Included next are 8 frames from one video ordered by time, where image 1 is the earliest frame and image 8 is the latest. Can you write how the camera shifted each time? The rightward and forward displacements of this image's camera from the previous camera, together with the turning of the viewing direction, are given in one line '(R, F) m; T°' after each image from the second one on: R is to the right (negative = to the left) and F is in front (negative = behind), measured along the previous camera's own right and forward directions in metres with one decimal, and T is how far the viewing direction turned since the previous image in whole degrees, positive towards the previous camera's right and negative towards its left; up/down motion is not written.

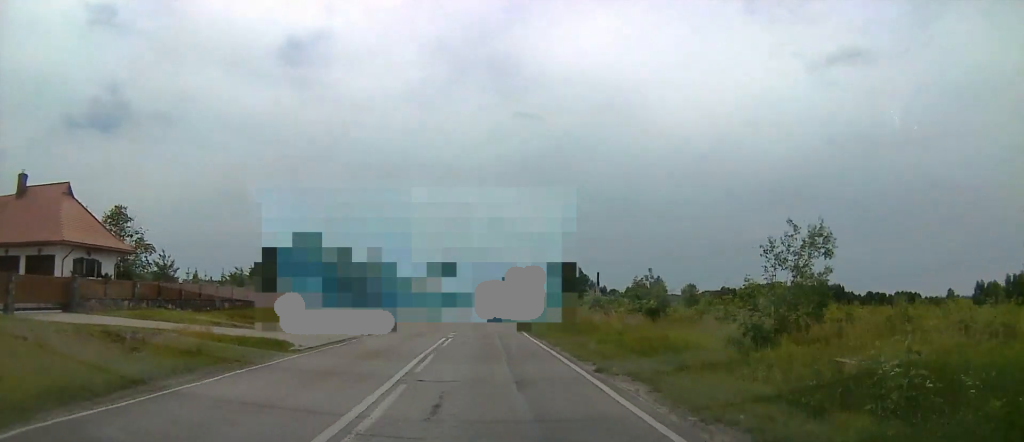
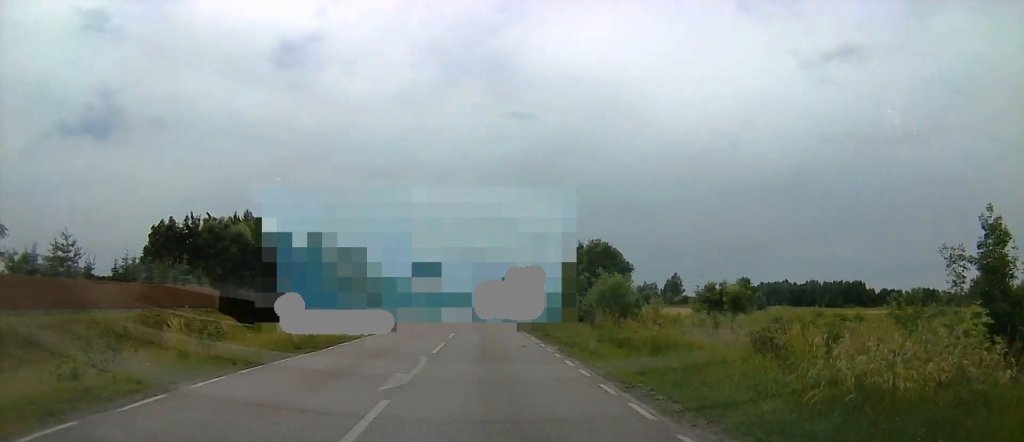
(-1.3, +37.2) m; -3°
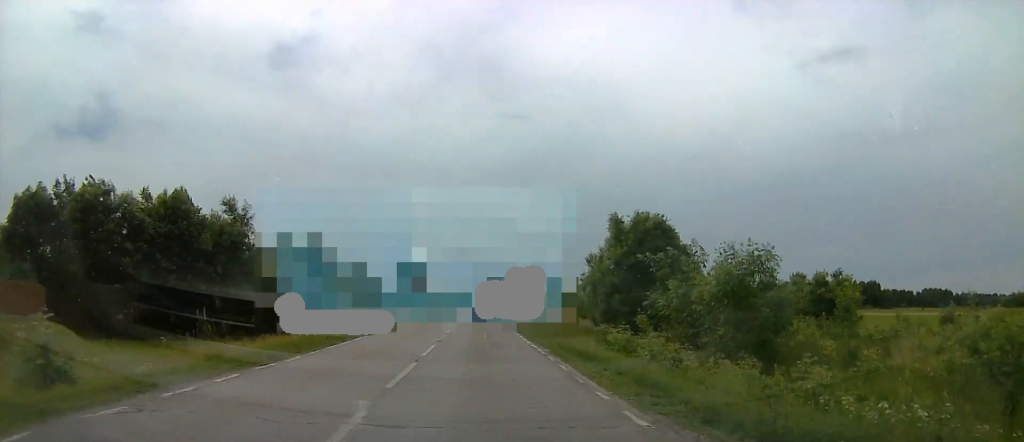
(+1.1, +25.0) m; +4°
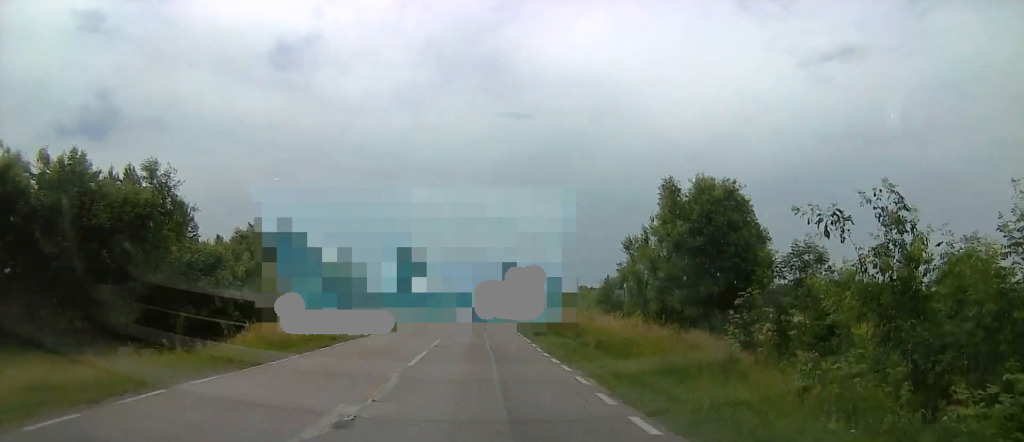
(-0.1, +15.4) m; -1°
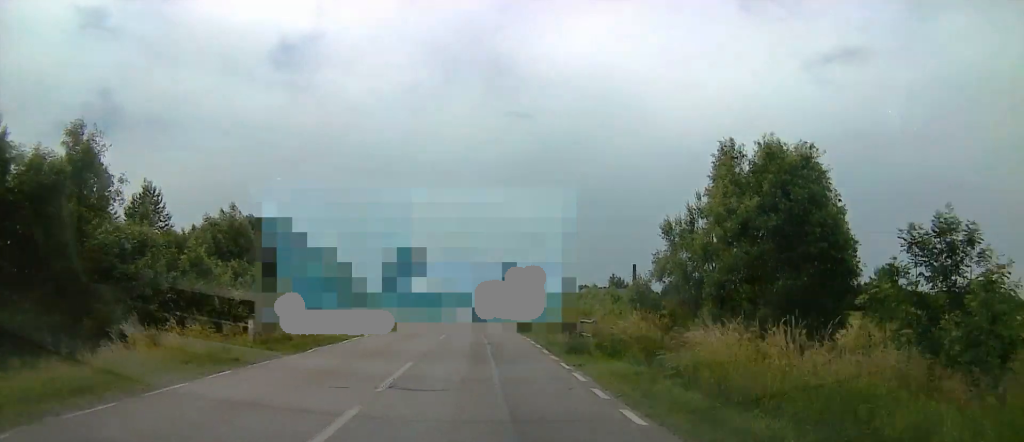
(-0.1, +9.6) m; -1°
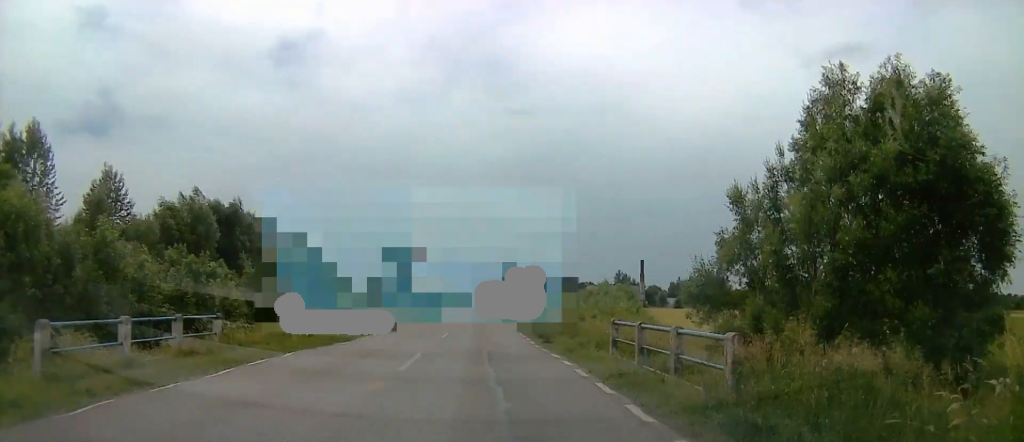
(-0.2, +9.7) m; -1°
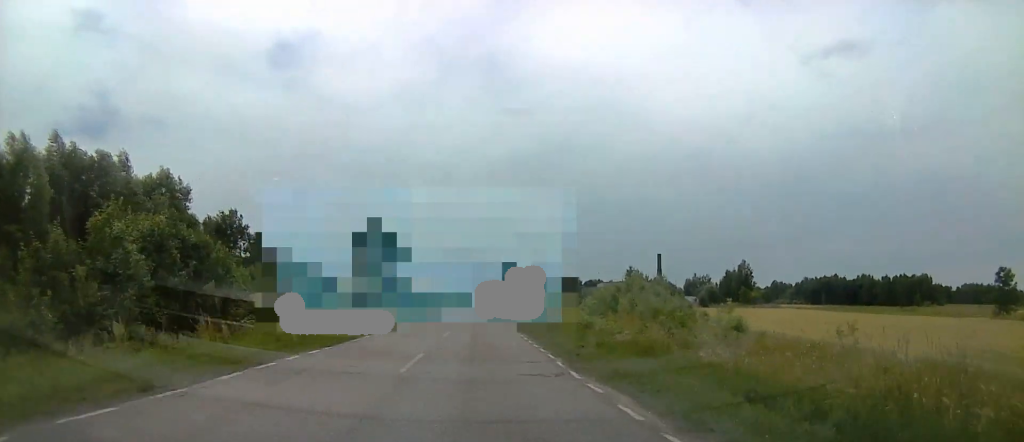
(-0.2, +24.6) m; 0°
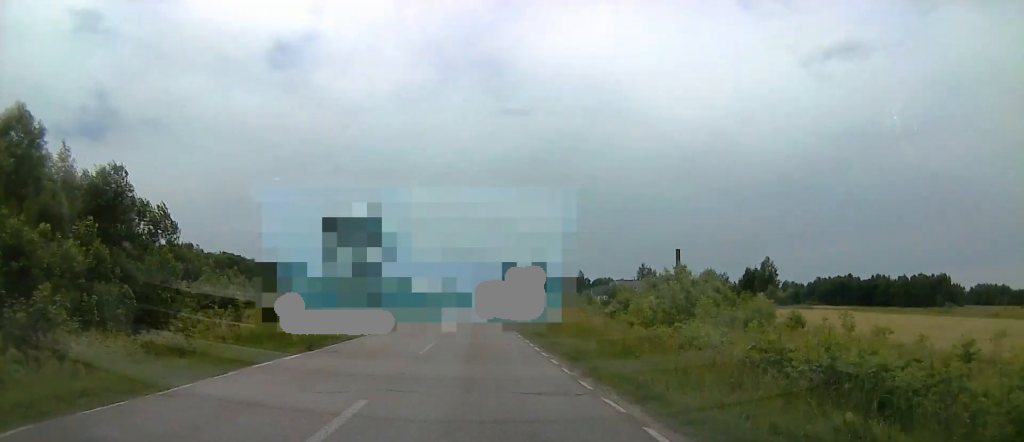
(0.0, +20.2) m; +1°
